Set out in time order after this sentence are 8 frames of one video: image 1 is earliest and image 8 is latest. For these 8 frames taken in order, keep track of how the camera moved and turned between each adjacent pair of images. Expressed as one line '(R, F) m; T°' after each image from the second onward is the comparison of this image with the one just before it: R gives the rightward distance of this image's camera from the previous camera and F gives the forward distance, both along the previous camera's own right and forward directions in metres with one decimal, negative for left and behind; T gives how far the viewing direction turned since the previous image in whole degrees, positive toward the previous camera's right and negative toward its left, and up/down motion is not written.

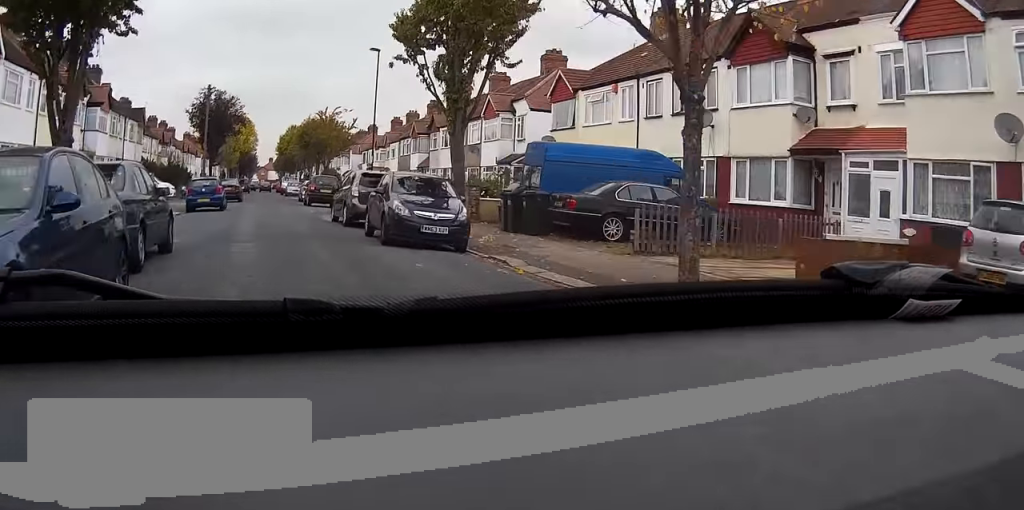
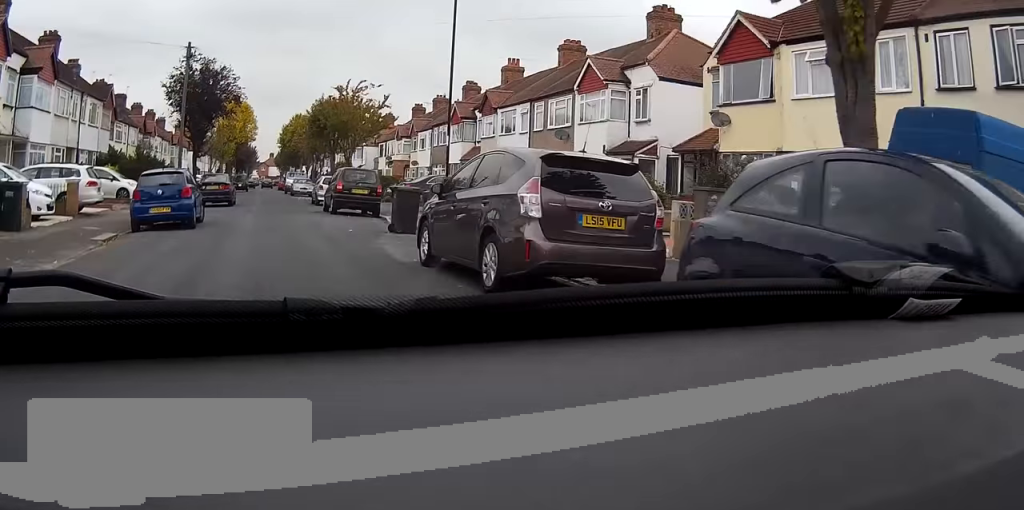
(0.0, +13.0) m; 0°
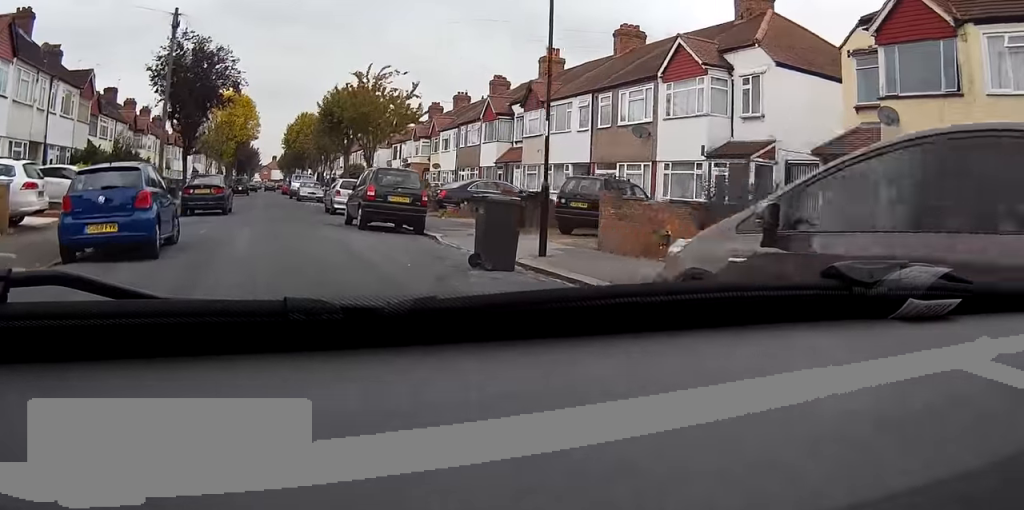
(0.0, +6.5) m; 0°
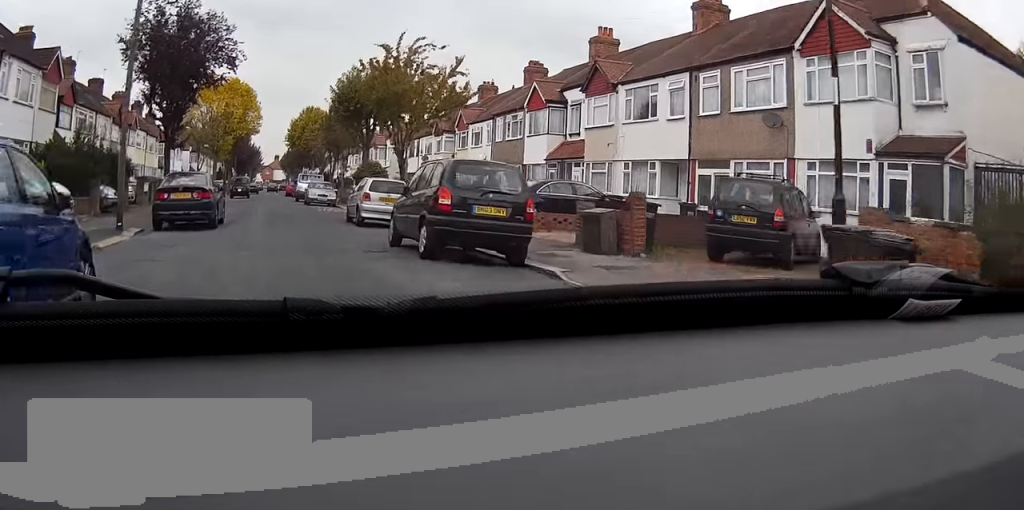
(0.0, +7.1) m; 0°
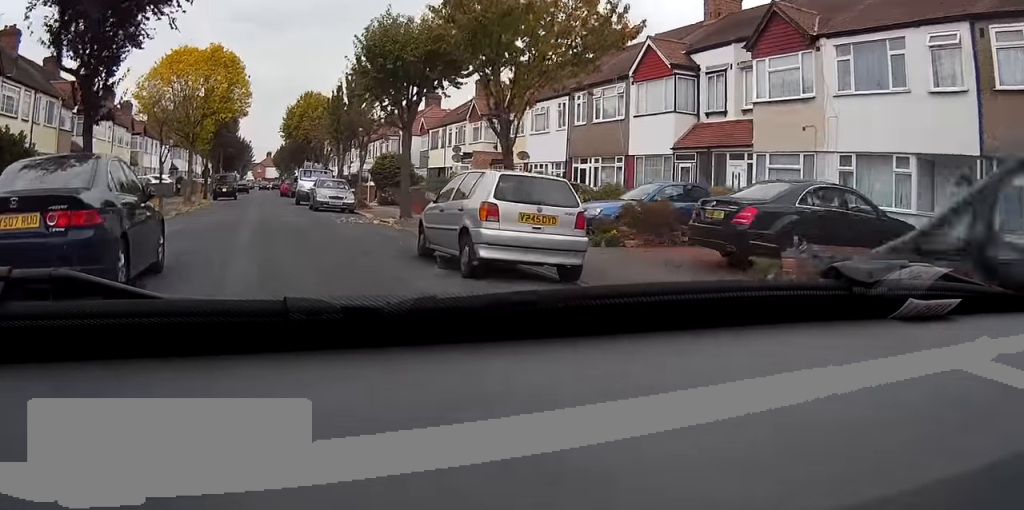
(-0.1, +12.0) m; 0°
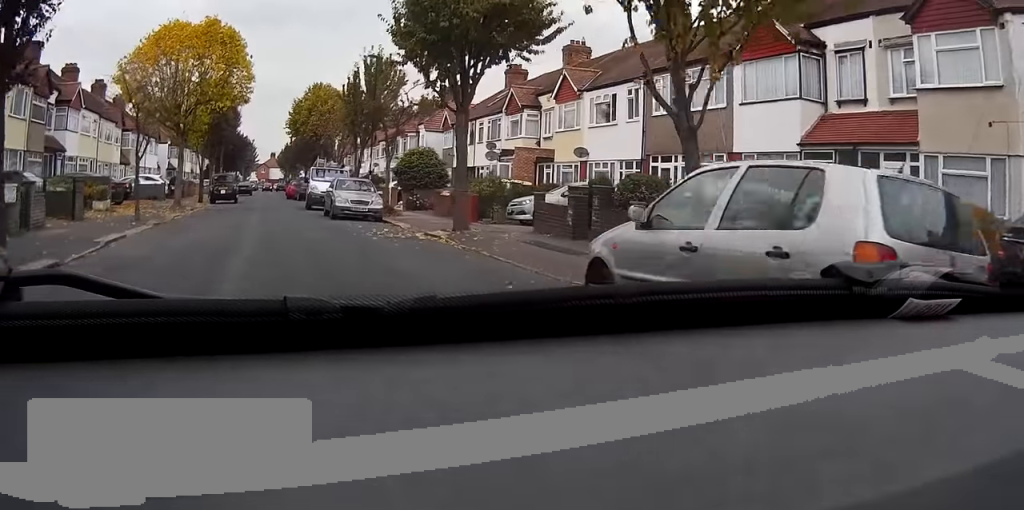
(0.0, +6.2) m; 0°
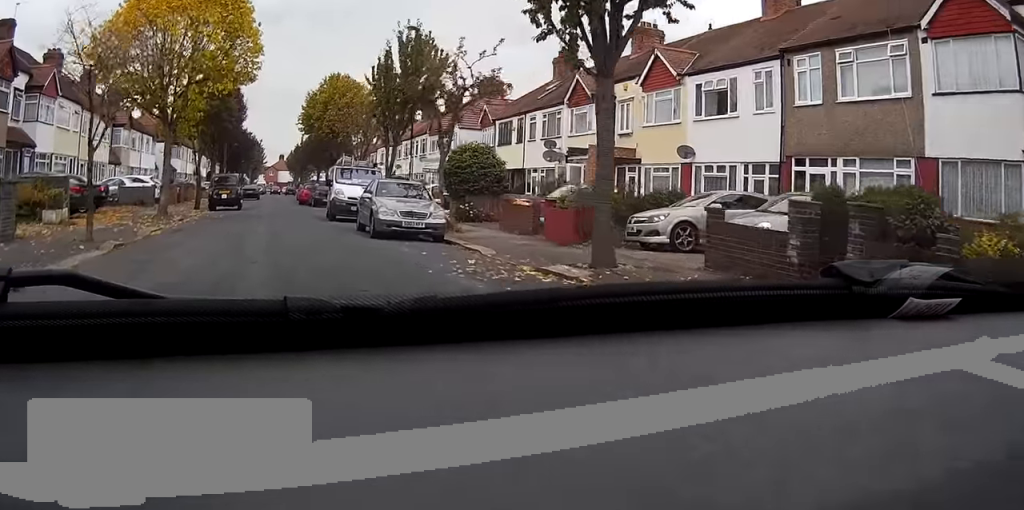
(0.0, +7.3) m; 0°
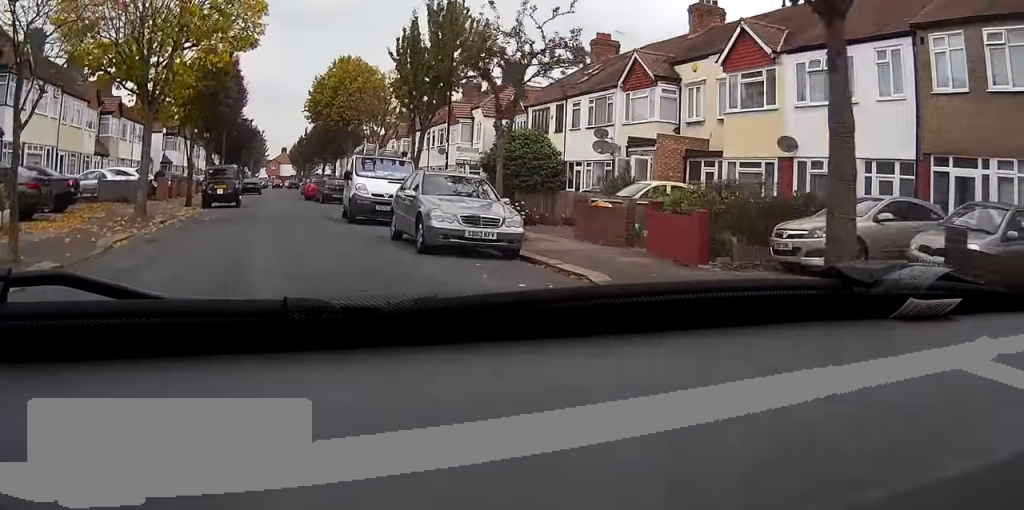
(0.0, +5.0) m; 0°
